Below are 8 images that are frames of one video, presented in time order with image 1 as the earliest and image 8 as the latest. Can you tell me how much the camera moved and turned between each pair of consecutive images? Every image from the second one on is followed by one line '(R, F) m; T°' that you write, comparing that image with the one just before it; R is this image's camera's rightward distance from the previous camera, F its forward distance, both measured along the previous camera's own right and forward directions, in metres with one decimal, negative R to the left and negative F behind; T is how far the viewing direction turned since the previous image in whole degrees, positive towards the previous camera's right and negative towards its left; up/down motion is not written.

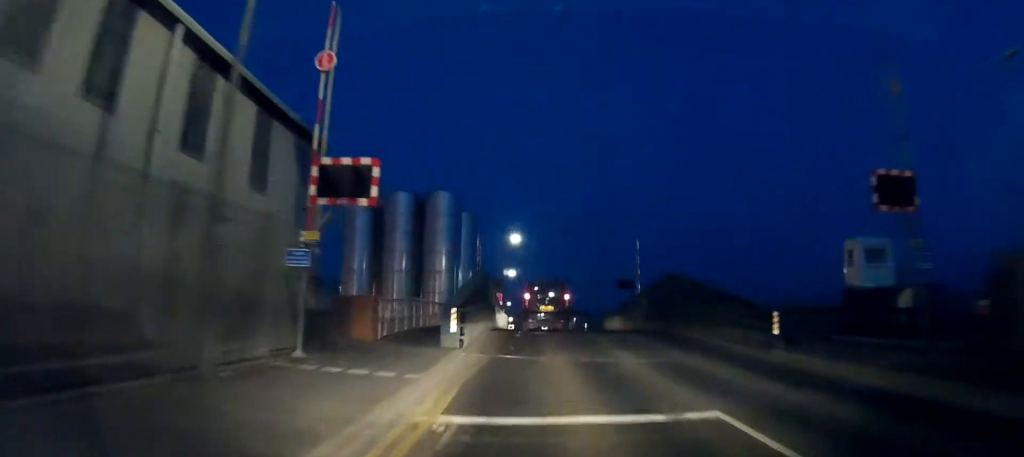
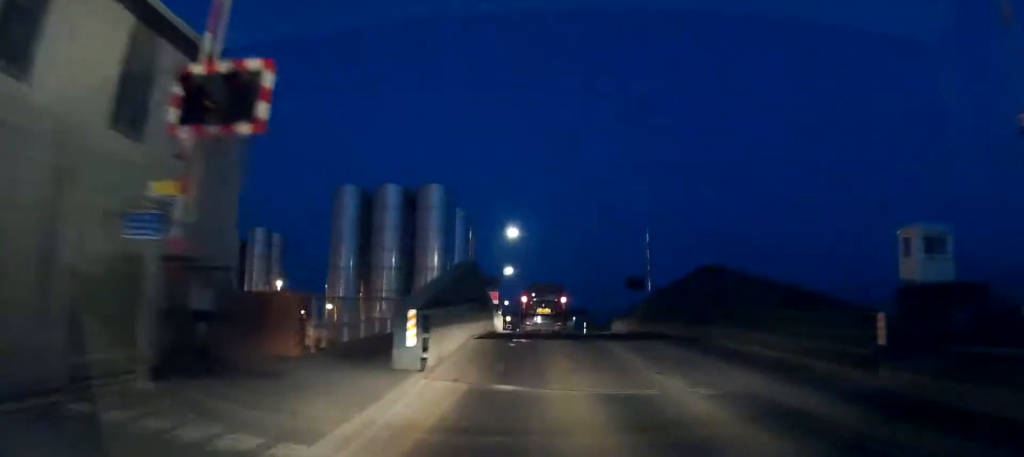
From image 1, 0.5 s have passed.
(0.0, +5.2) m; +1°
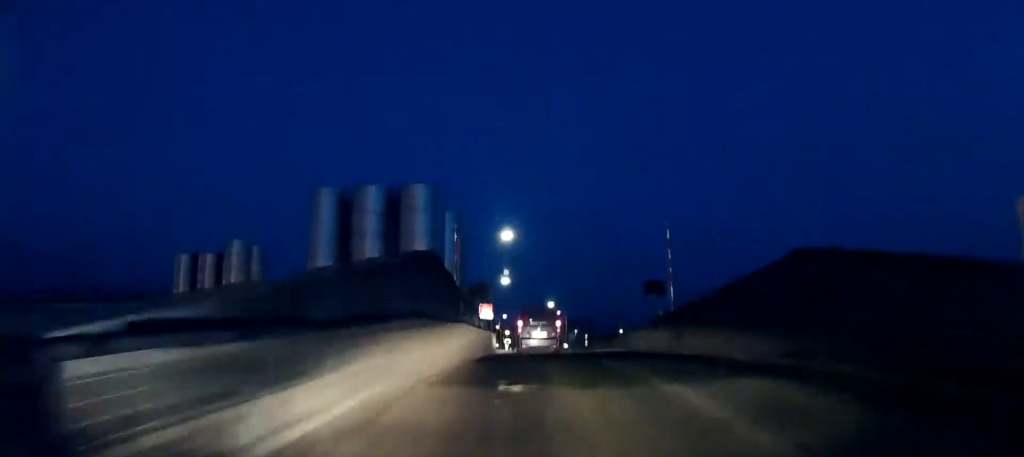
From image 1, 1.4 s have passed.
(+0.1, +8.2) m; +1°
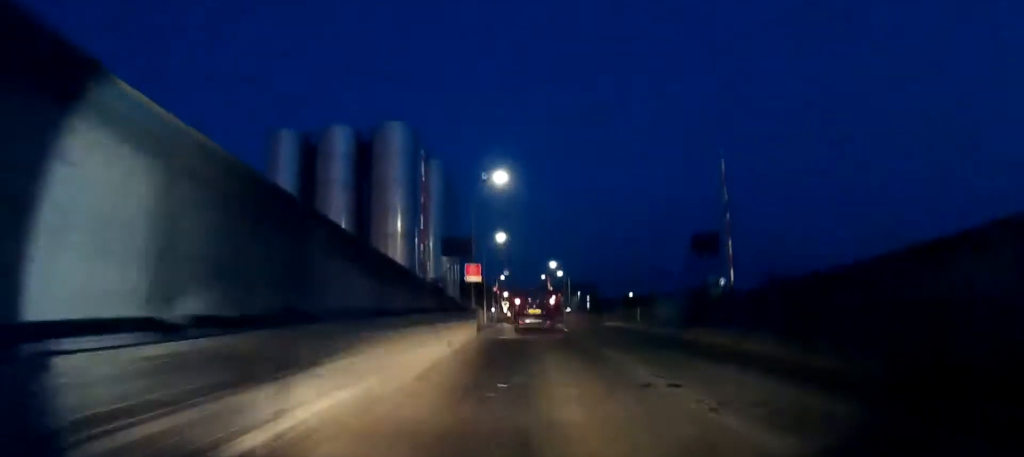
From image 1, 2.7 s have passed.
(+0.1, +12.5) m; 0°
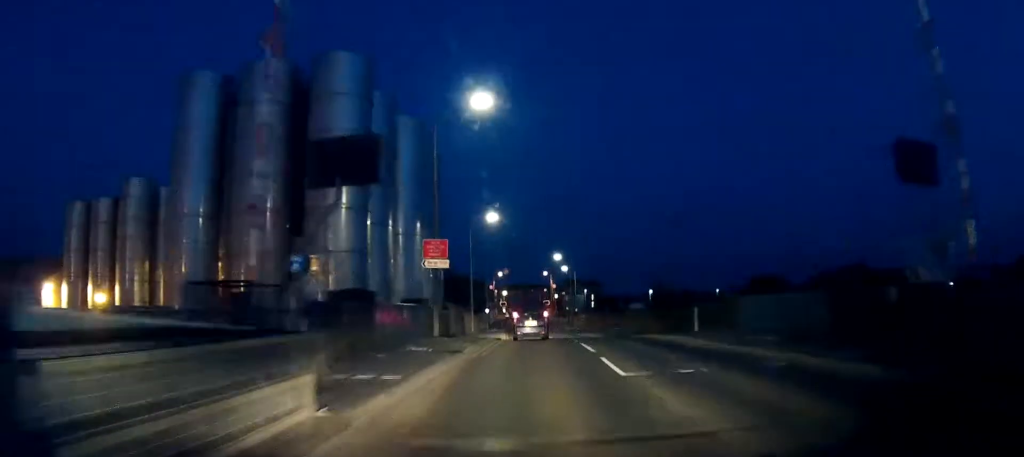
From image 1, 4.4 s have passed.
(-0.2, +16.7) m; -1°
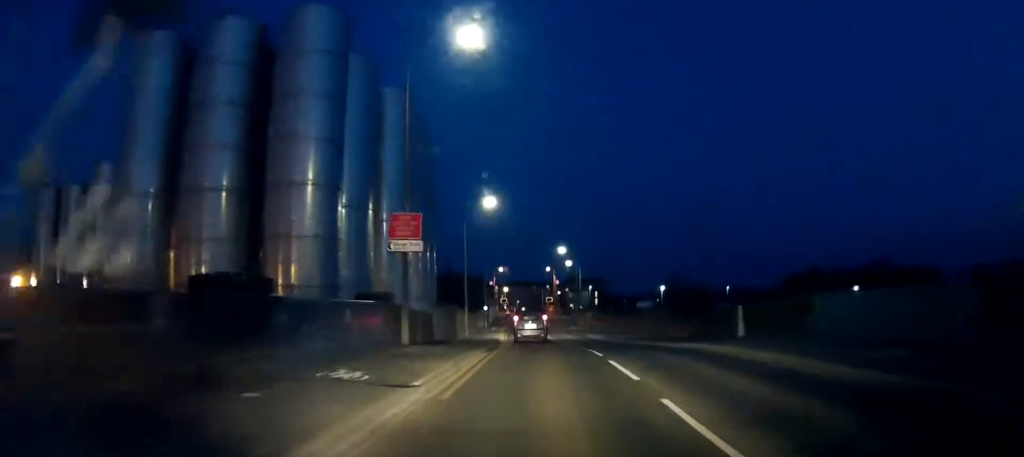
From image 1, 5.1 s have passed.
(-0.1, +6.7) m; 0°
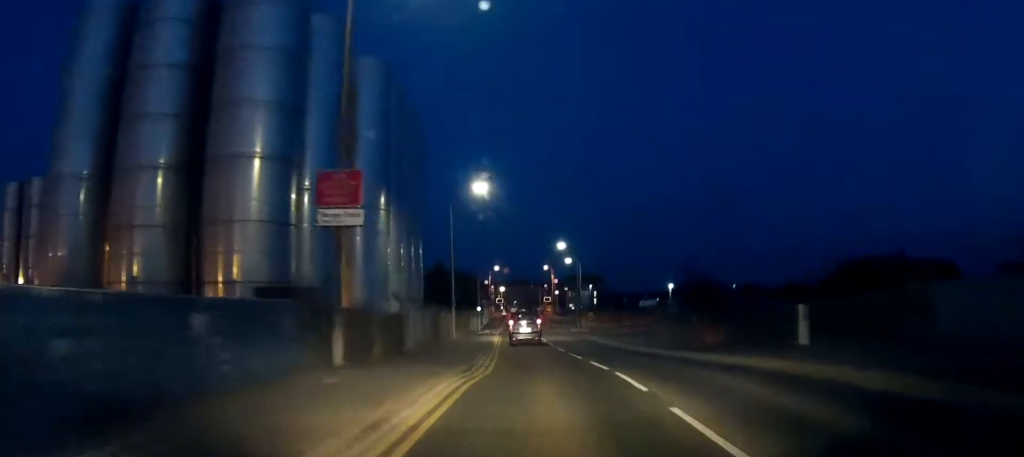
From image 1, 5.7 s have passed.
(0.0, +6.3) m; 0°
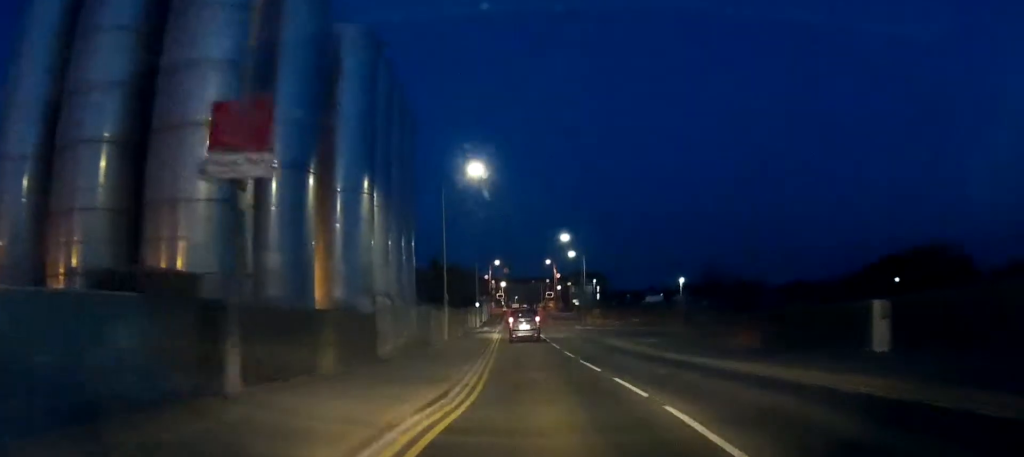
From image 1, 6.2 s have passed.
(0.0, +4.7) m; 0°
